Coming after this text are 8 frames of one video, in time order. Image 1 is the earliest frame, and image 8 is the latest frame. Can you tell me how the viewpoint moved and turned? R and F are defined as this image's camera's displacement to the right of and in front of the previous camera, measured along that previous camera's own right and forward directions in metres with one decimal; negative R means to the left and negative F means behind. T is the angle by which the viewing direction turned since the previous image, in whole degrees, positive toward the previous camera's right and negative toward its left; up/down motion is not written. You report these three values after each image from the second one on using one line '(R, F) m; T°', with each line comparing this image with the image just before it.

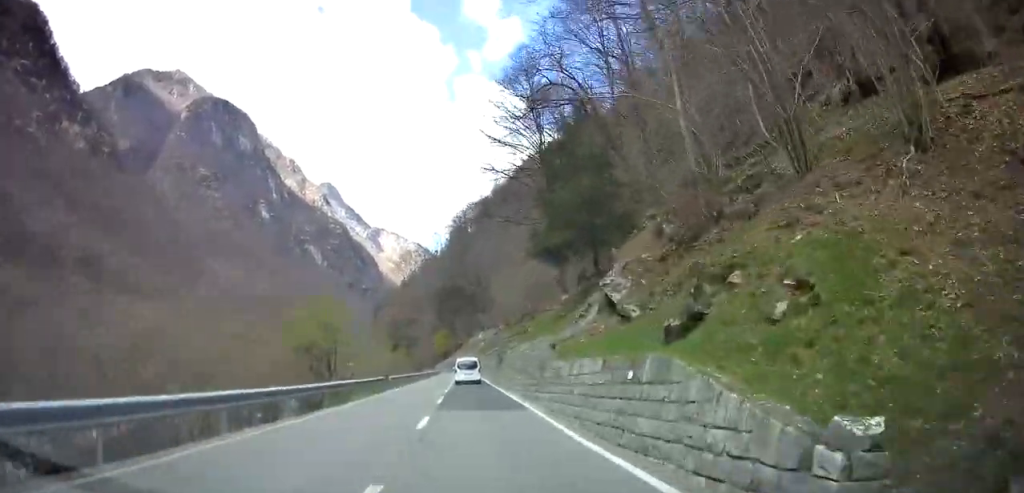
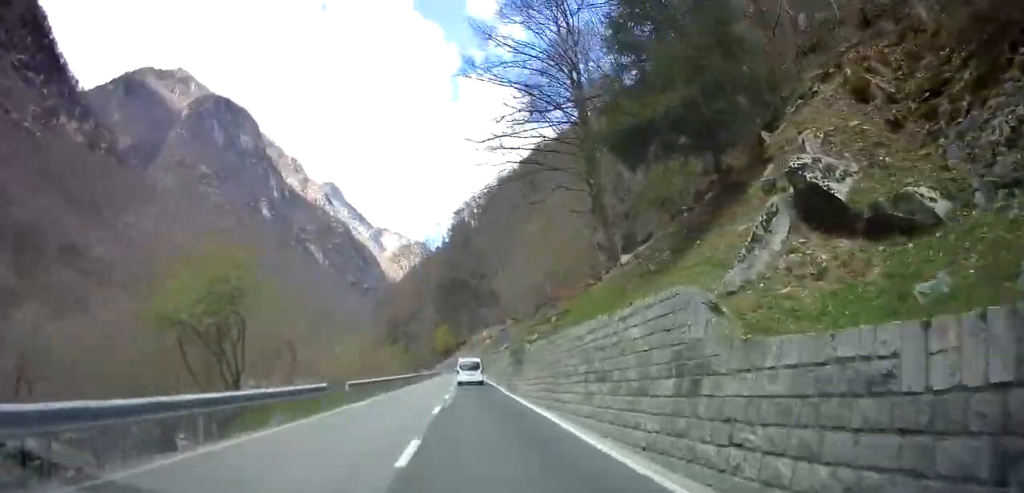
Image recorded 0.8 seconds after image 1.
(-0.2, +13.3) m; 0°
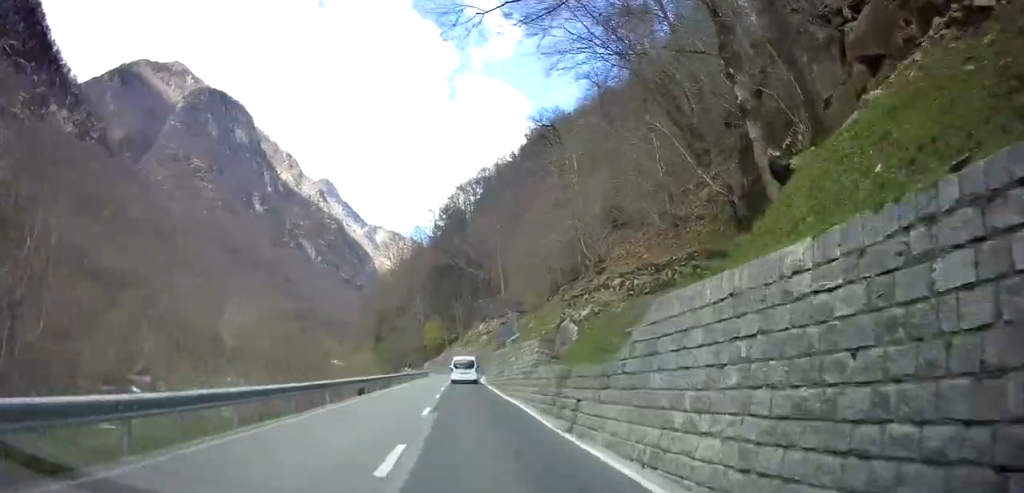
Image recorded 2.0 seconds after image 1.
(+0.2, +18.1) m; 0°
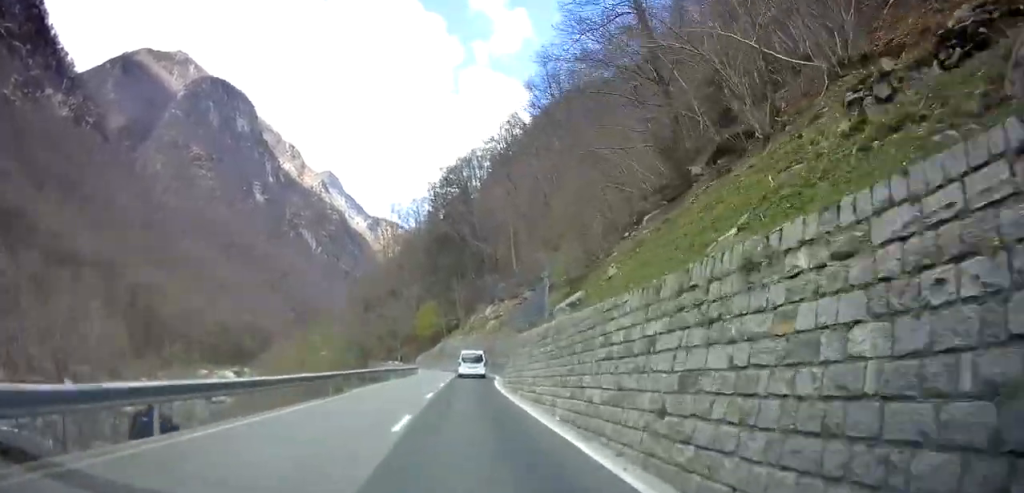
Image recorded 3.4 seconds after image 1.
(-0.1, +23.4) m; 0°
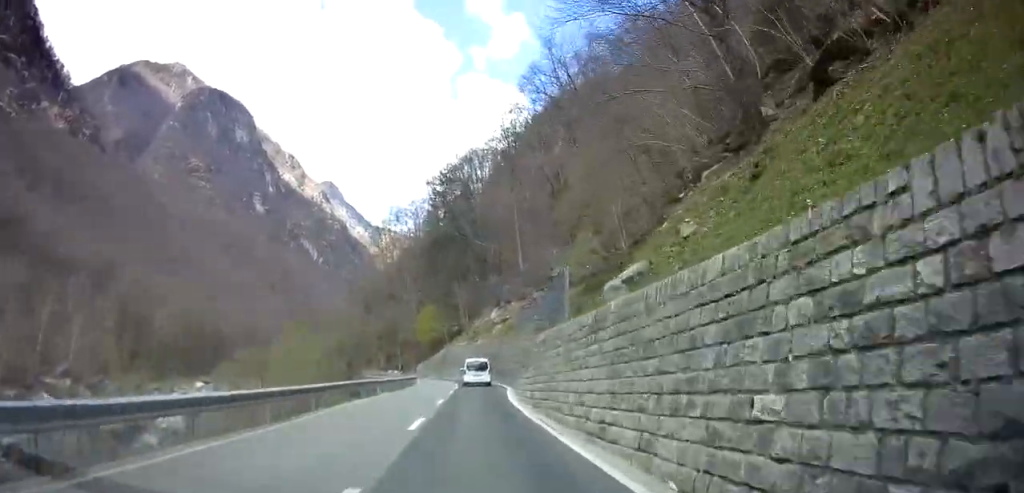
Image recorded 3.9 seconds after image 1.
(+0.2, +6.9) m; 0°
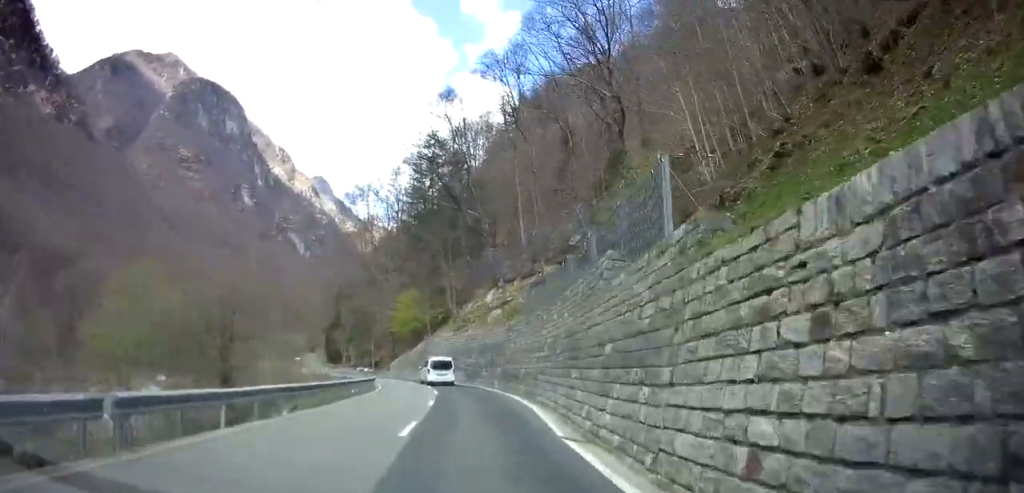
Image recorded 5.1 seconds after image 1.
(-0.2, +18.7) m; +1°
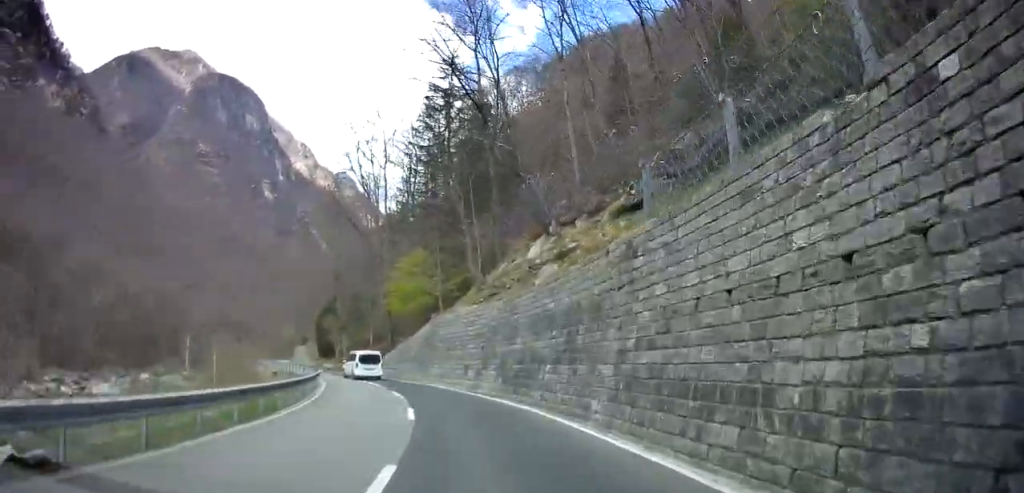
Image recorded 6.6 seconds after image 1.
(-0.1, +23.4) m; -4°
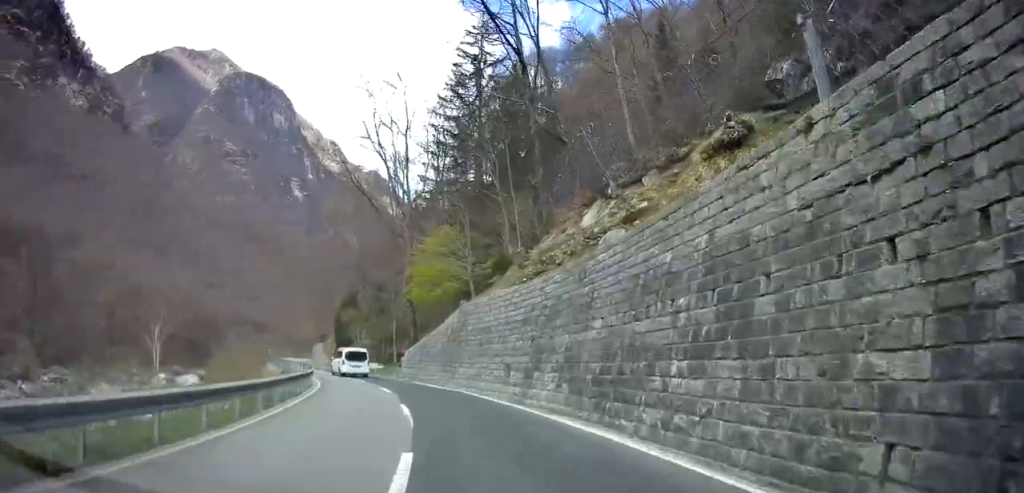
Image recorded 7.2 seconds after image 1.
(-0.2, +8.5) m; -3°
